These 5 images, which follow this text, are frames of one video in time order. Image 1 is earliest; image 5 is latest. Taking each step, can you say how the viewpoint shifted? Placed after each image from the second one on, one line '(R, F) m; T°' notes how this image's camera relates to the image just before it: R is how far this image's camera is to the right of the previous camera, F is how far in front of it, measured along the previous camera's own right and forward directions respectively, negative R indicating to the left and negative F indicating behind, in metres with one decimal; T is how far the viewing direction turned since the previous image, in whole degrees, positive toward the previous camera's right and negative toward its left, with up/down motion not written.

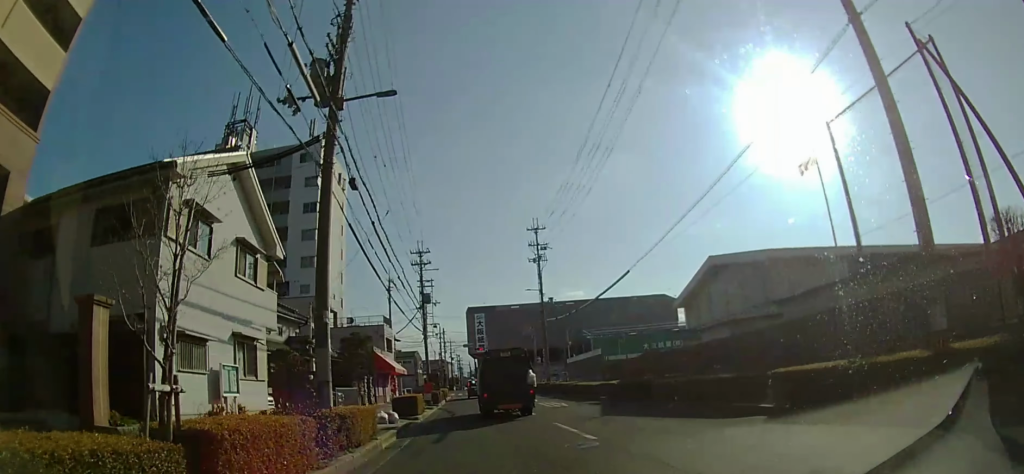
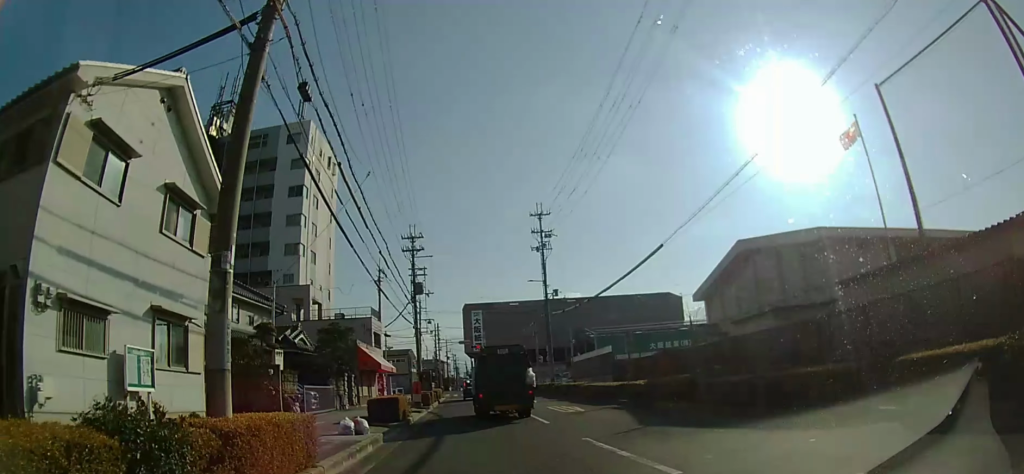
(0.0, +5.0) m; +1°
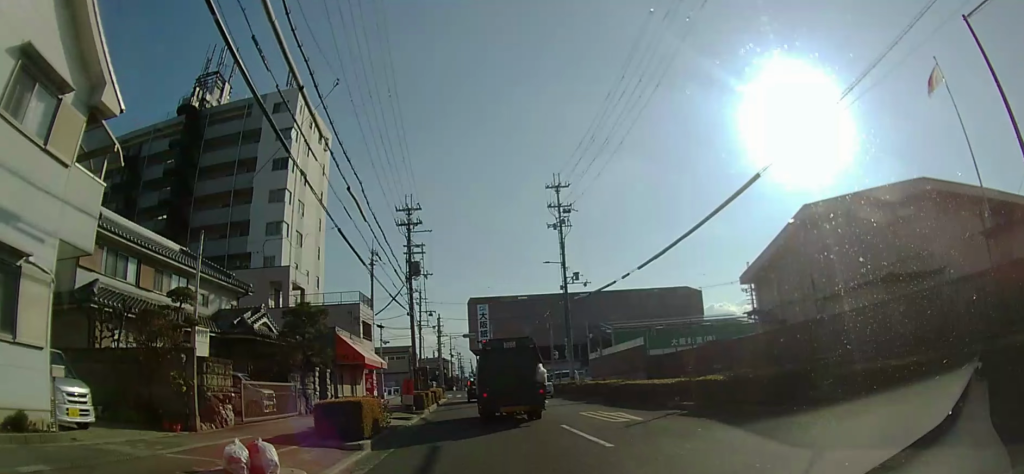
(+0.1, +7.4) m; +1°
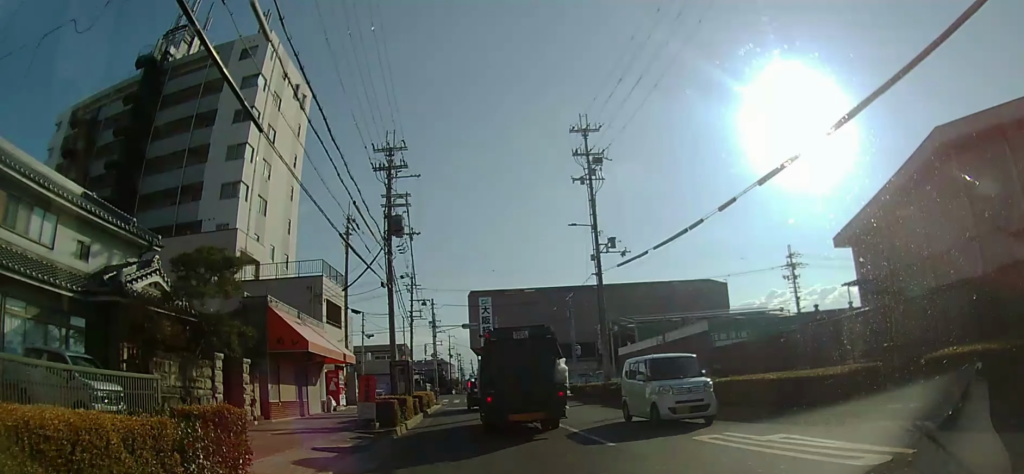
(+0.3, +10.6) m; +2°
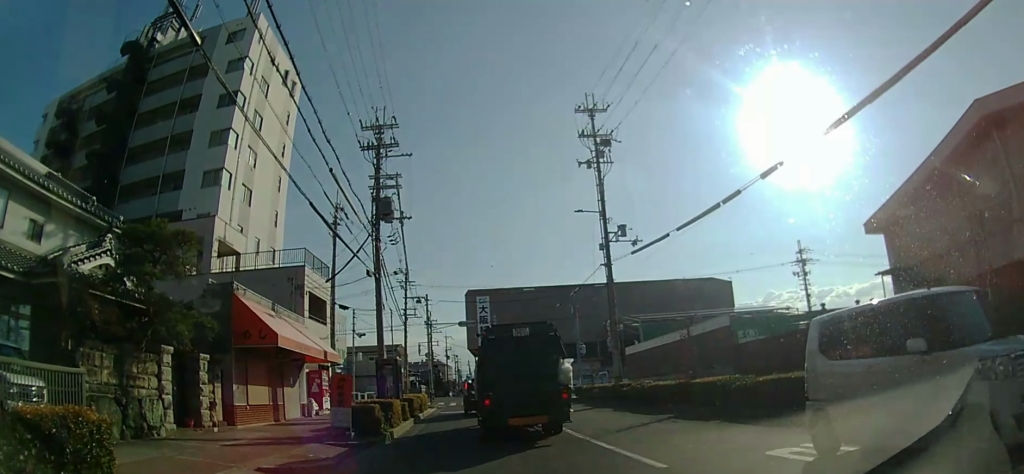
(0.0, +3.1) m; +1°
